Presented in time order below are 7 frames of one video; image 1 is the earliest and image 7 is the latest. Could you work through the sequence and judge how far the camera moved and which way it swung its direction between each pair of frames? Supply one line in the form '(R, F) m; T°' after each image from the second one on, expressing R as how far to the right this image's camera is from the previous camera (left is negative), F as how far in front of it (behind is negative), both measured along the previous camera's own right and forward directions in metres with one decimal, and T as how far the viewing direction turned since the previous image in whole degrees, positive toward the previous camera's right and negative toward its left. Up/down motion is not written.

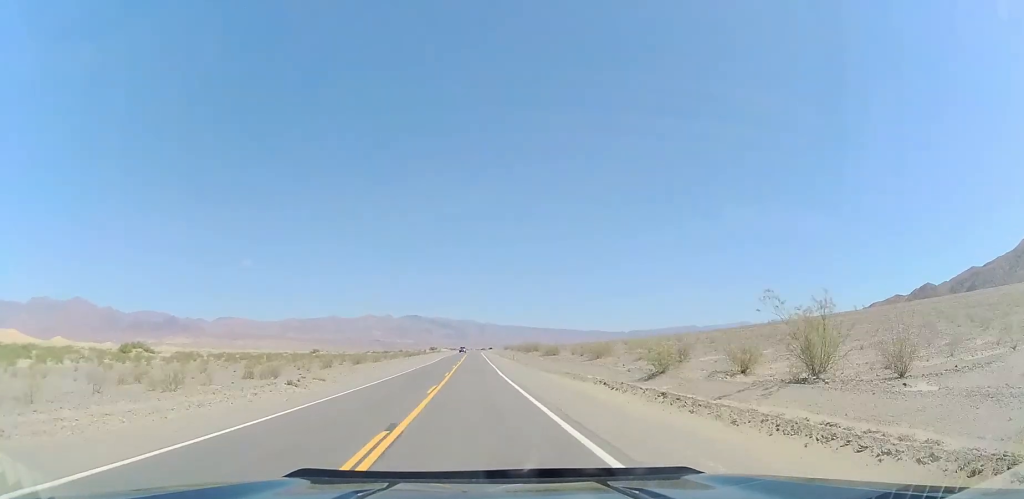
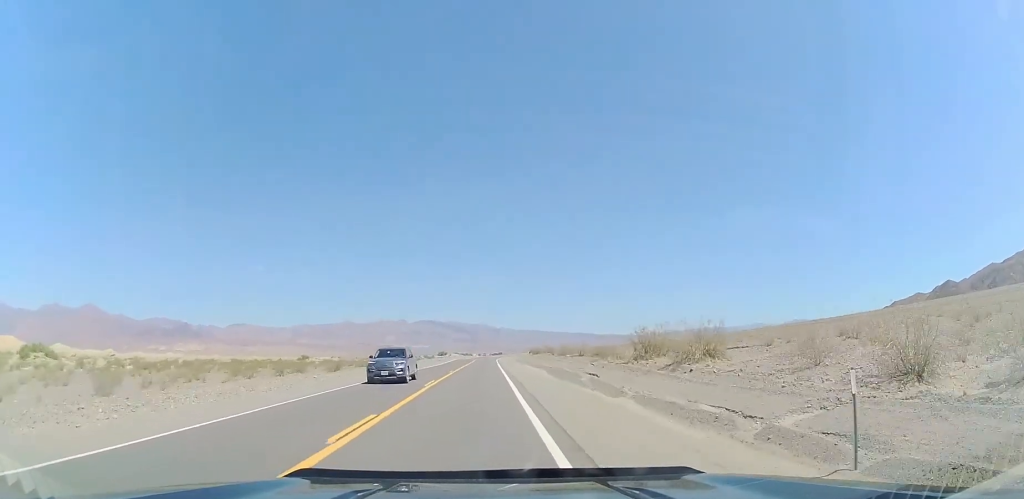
(-0.1, +71.1) m; 0°
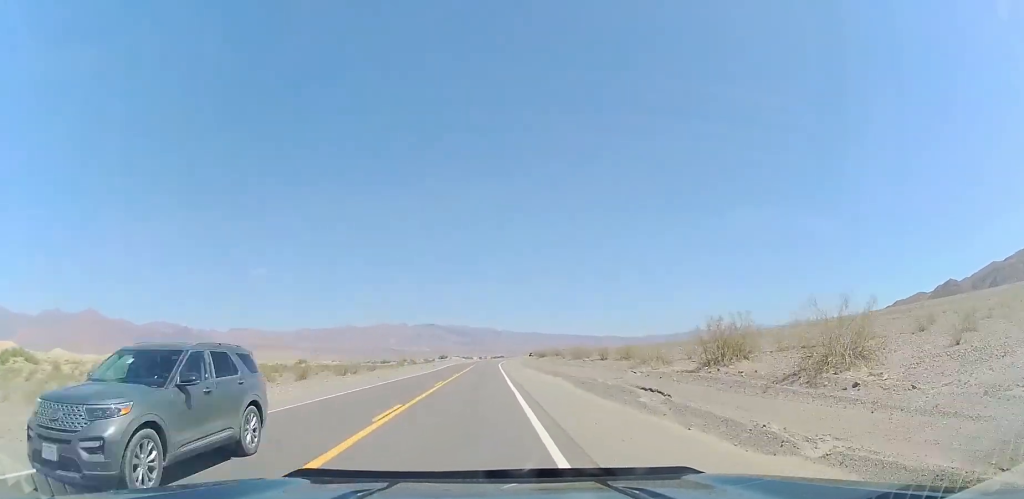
(+0.1, +10.9) m; 0°
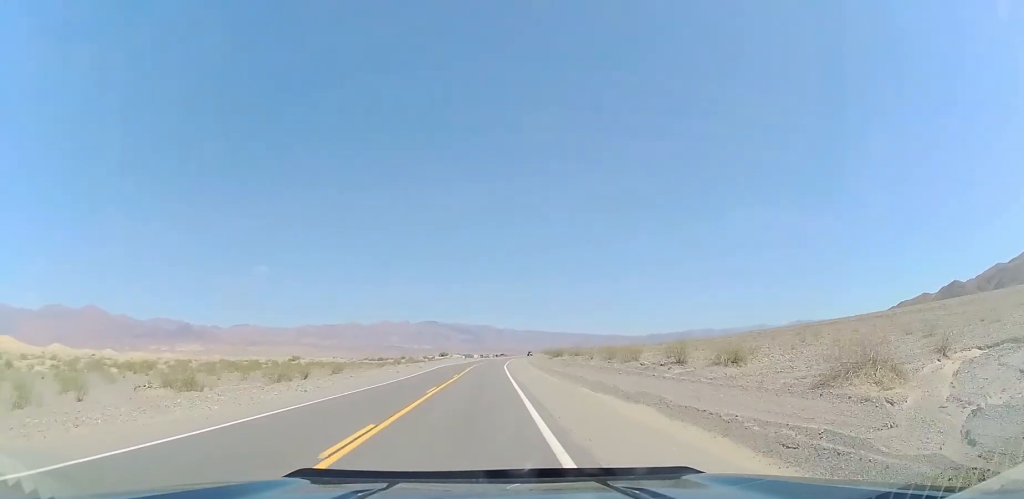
(+0.1, +19.0) m; -1°
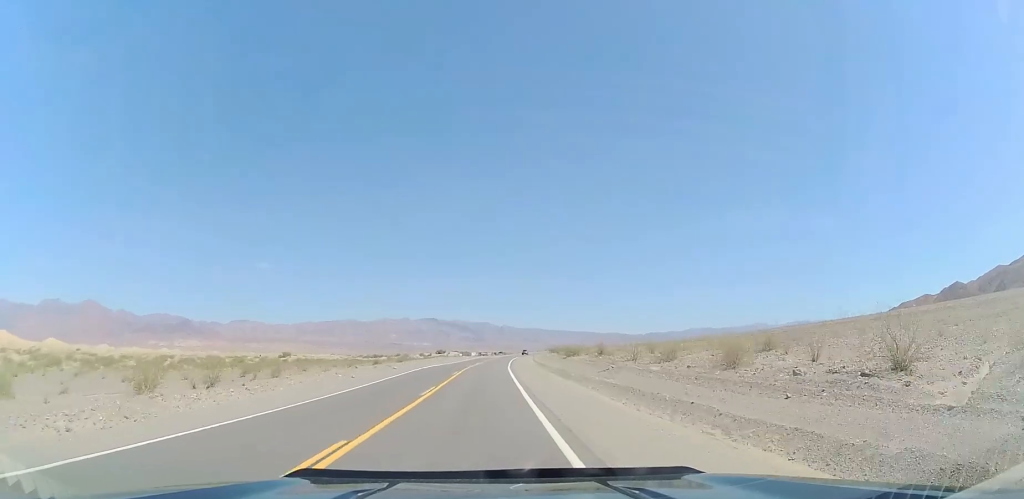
(-0.3, +17.2) m; -1°
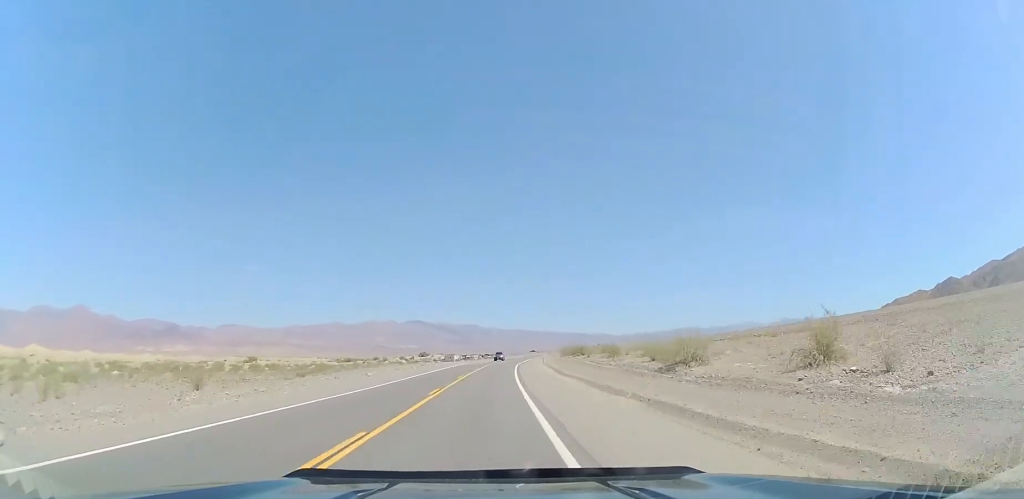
(+0.2, +42.4) m; +1°
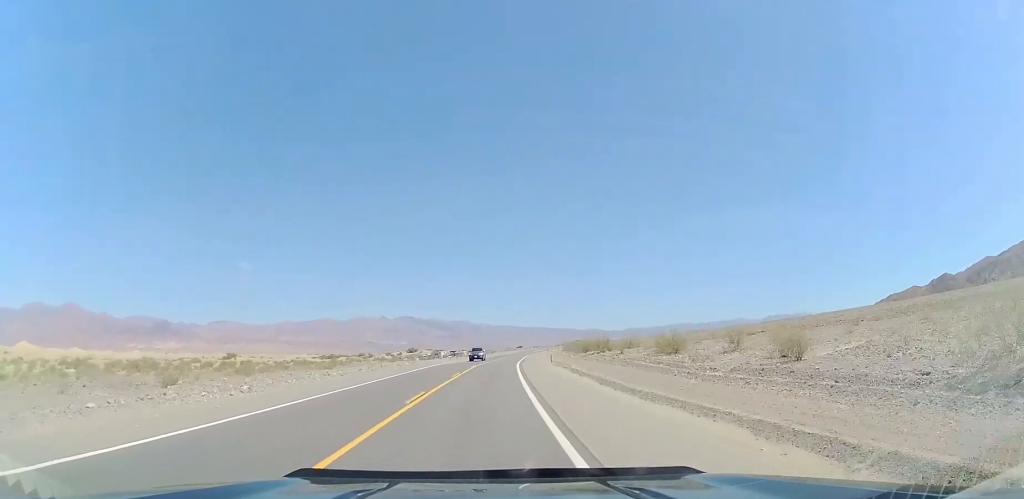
(+0.3, +19.8) m; +1°
